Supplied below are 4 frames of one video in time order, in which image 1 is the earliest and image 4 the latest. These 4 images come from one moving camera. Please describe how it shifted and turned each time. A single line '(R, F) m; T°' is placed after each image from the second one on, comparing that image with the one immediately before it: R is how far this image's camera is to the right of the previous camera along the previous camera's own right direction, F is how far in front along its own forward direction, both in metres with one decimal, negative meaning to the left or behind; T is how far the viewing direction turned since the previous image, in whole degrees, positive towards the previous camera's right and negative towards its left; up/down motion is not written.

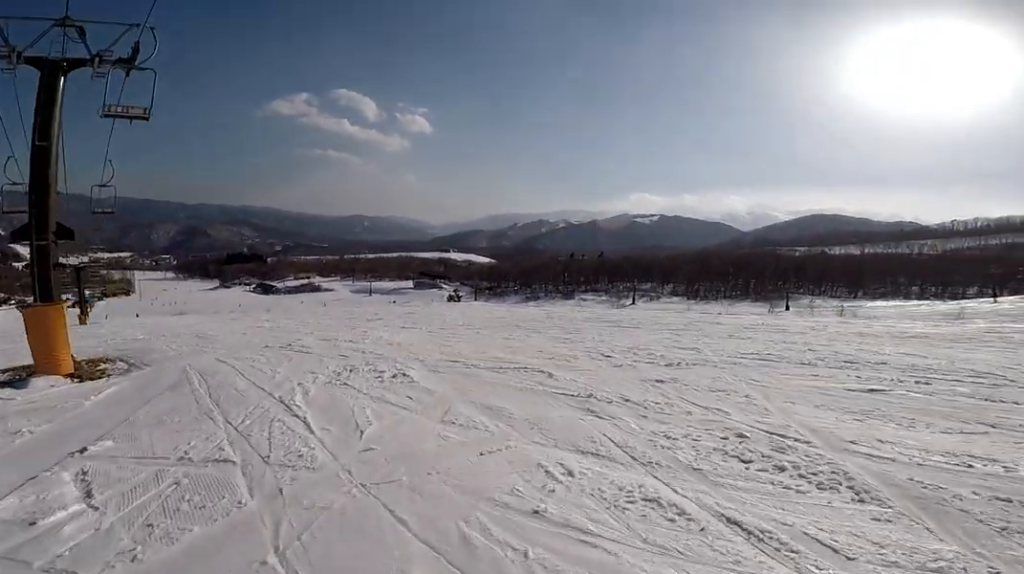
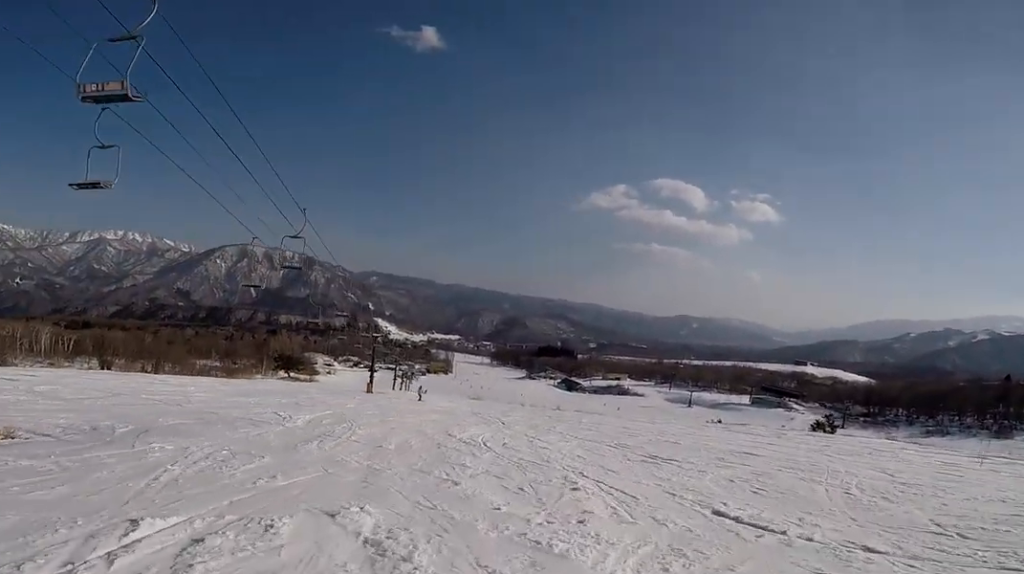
(-3.4, +11.3) m; -36°
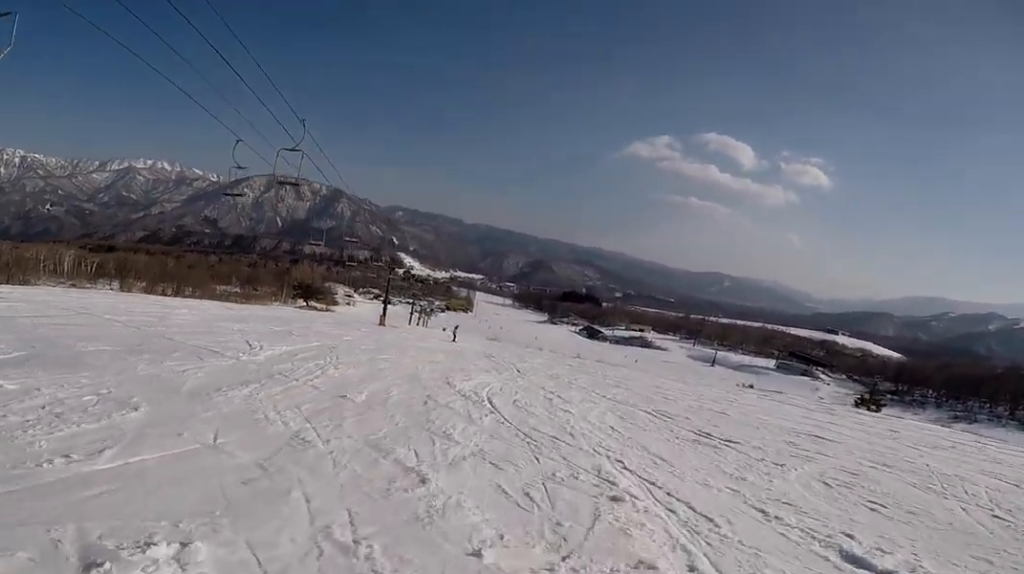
(-0.2, +3.0) m; -8°
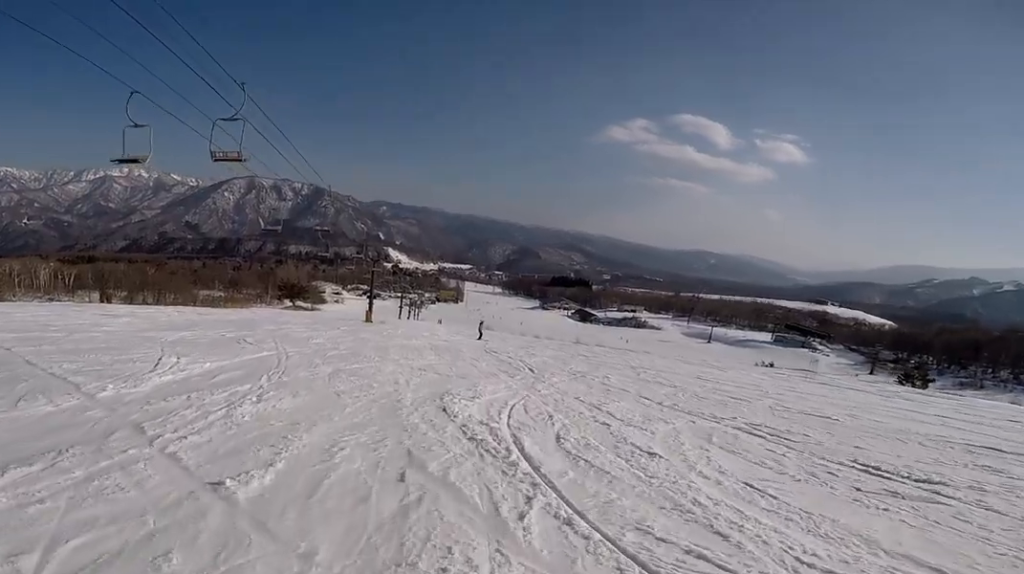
(0.0, +4.1) m; -9°
